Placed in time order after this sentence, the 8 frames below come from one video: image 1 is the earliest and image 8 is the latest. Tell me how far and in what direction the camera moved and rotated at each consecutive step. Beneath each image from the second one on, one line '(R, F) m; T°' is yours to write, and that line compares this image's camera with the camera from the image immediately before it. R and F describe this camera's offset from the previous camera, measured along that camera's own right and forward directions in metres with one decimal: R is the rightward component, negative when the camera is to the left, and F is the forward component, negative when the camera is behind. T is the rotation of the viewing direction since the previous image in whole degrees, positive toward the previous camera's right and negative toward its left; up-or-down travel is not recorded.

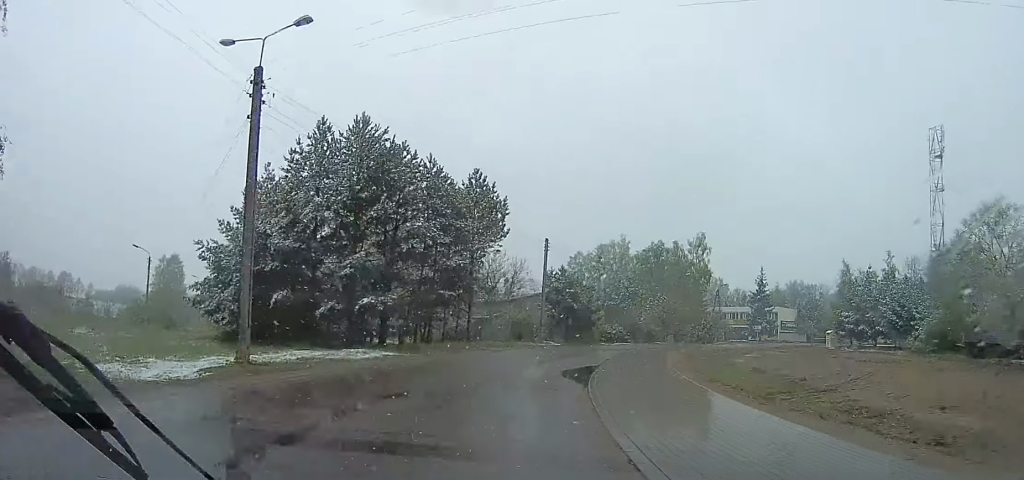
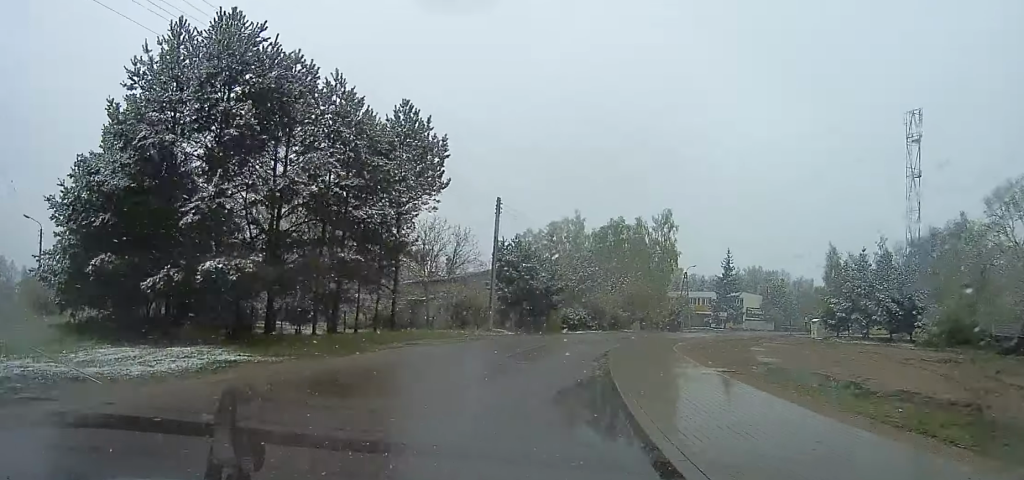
(+1.1, +8.4) m; +9°
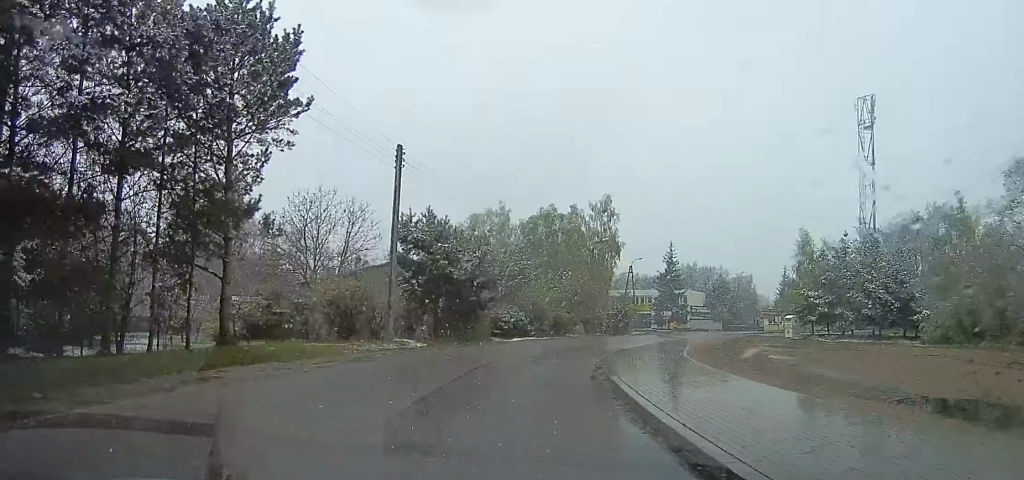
(+0.3, +9.8) m; +1°
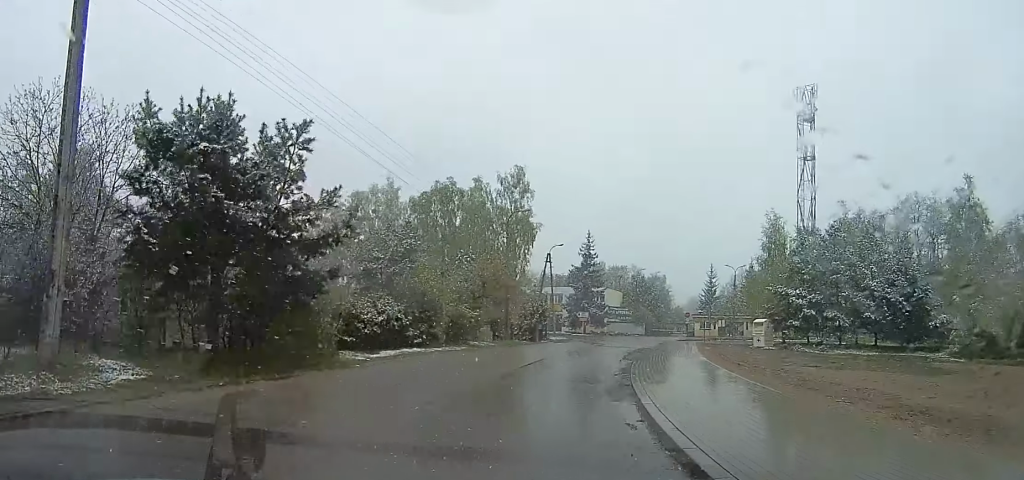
(+0.1, +12.7) m; +1°
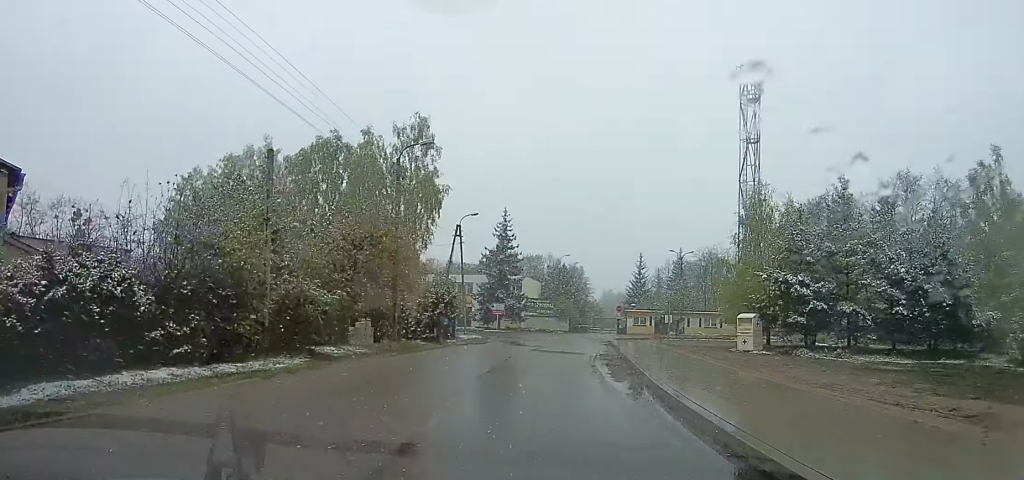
(0.0, +11.1) m; 0°
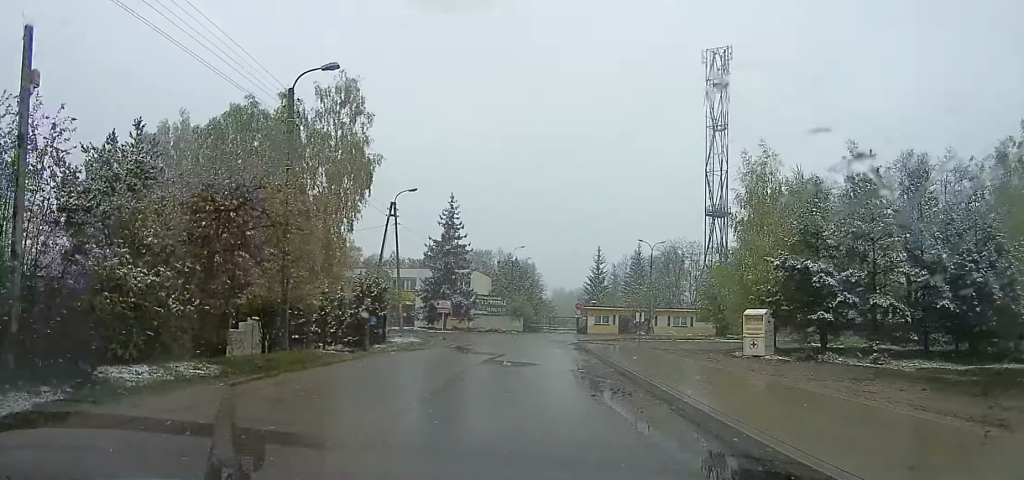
(0.0, +6.6) m; 0°
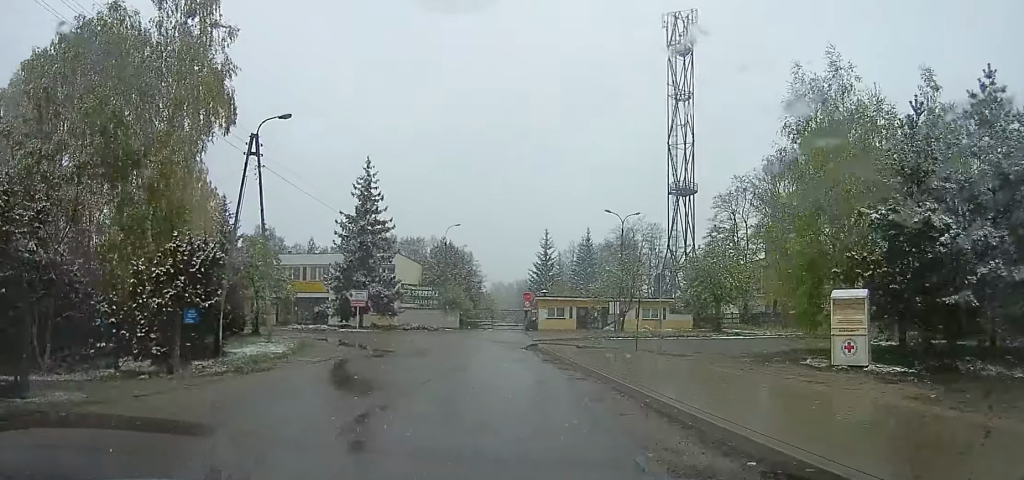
(0.0, +10.4) m; 0°
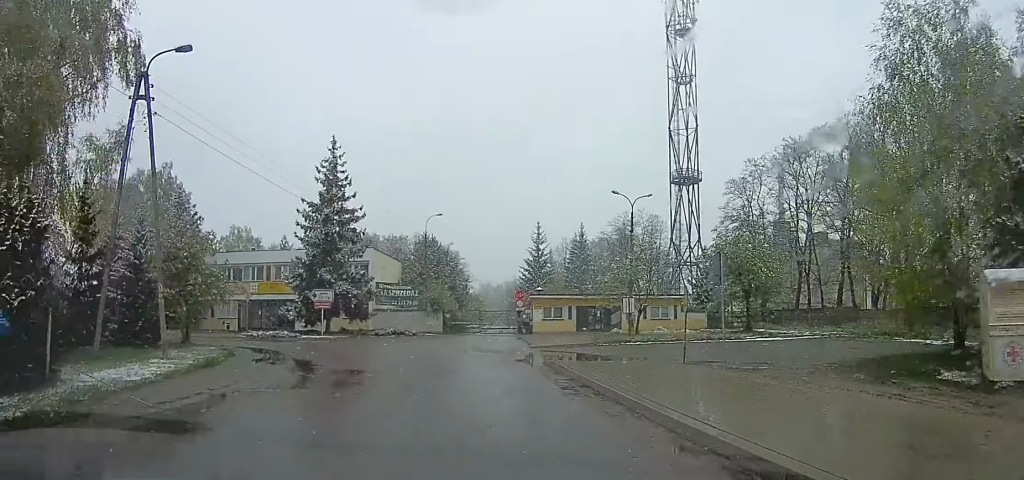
(0.0, +5.7) m; 0°
